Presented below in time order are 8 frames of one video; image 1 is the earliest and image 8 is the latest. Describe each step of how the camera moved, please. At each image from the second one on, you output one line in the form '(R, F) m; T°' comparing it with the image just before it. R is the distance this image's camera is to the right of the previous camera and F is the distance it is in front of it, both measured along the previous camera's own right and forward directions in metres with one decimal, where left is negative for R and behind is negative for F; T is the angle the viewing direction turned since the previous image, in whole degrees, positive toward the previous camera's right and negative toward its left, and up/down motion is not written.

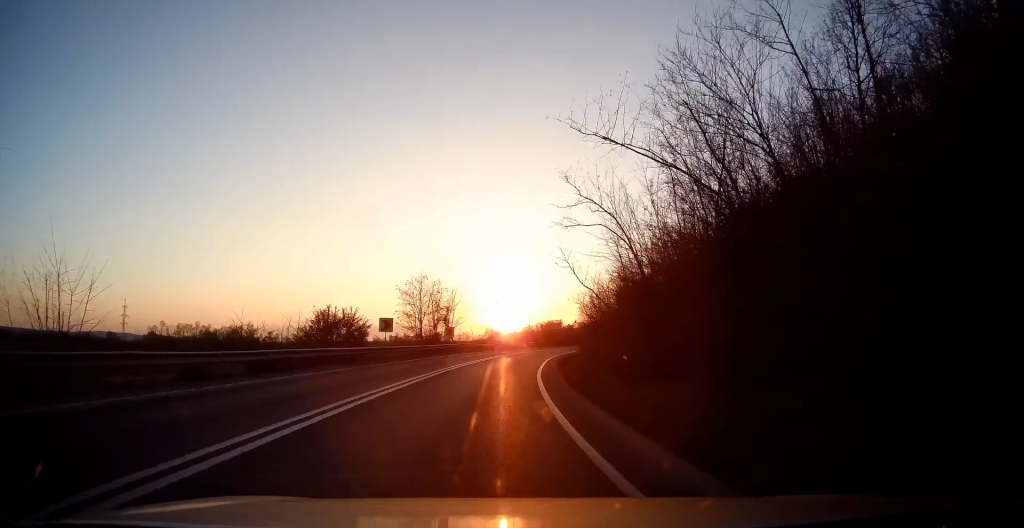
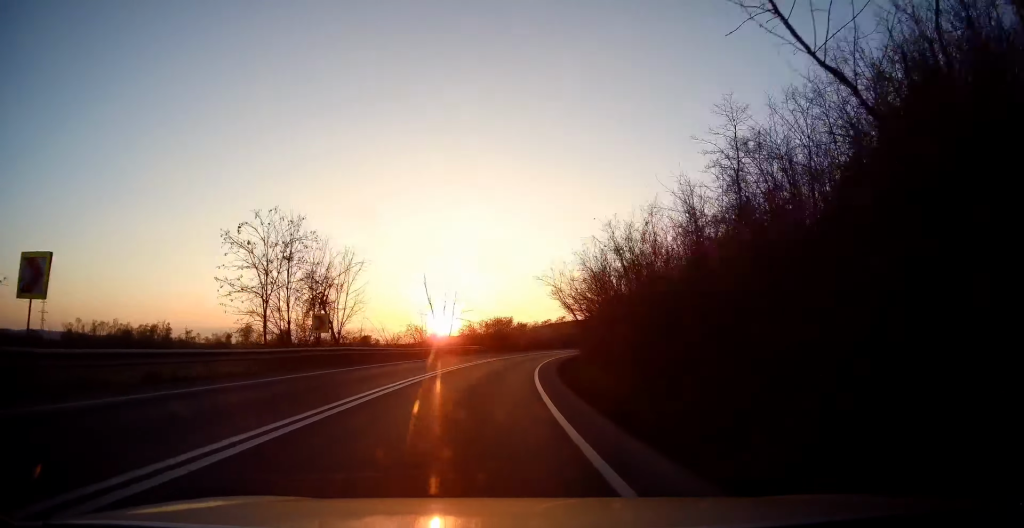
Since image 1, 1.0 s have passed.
(+1.5, +23.8) m; +7°
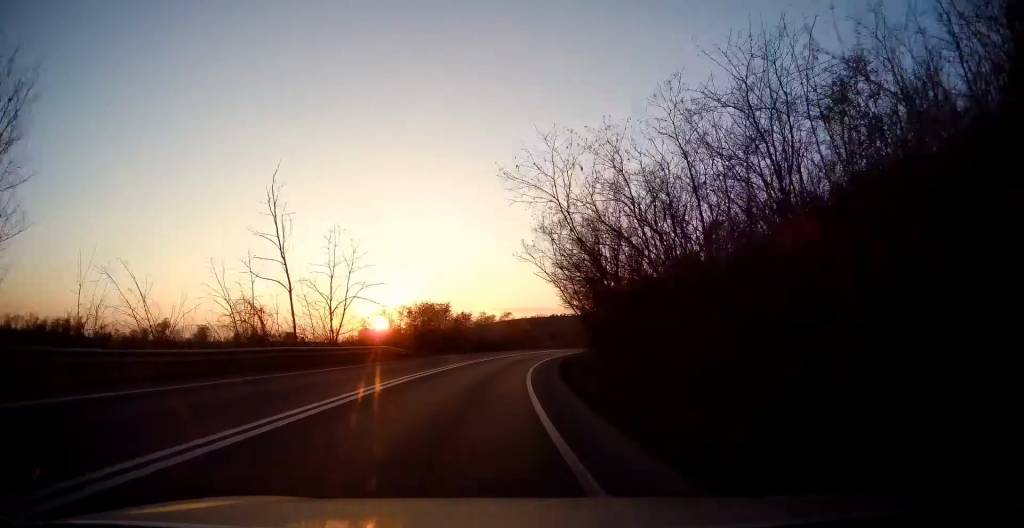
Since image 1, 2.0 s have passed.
(+1.4, +24.5) m; +6°
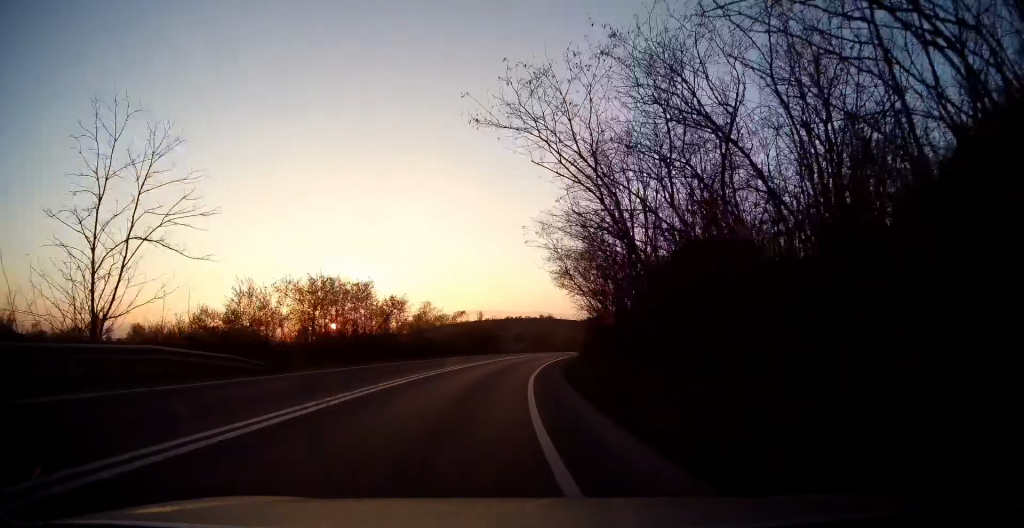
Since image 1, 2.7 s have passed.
(+0.7, +18.8) m; +4°
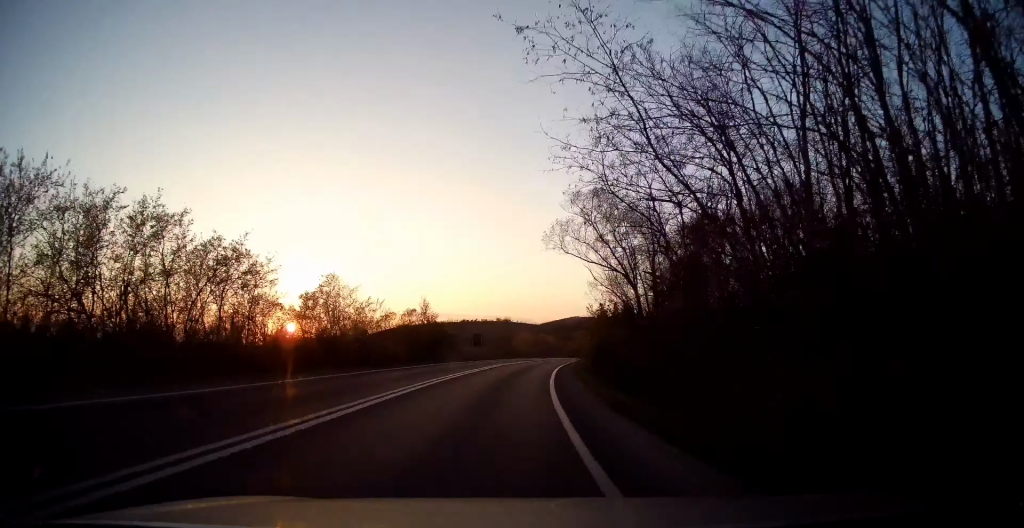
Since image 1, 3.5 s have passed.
(+0.6, +18.8) m; +5°
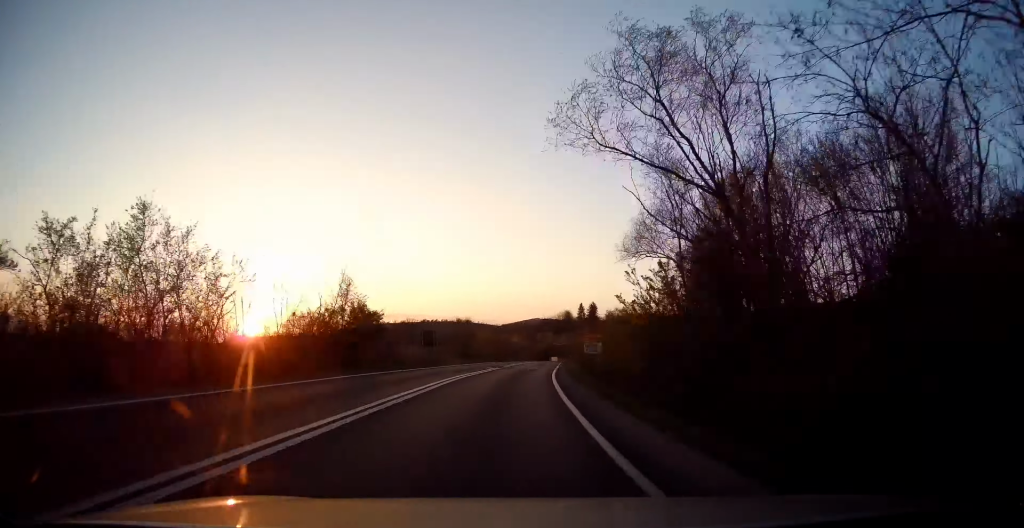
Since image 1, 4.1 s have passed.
(+0.6, +13.9) m; +4°
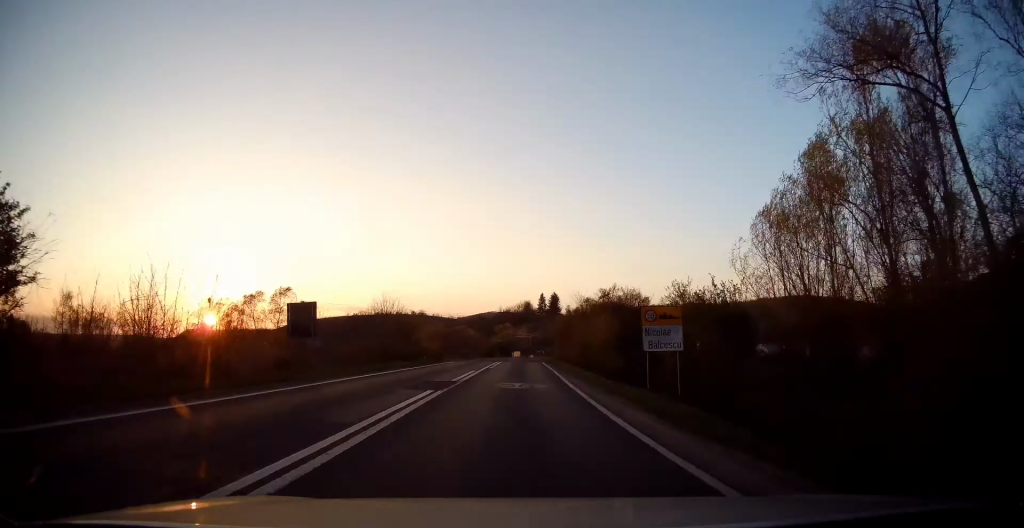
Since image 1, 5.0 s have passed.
(+1.2, +22.1) m; +5°
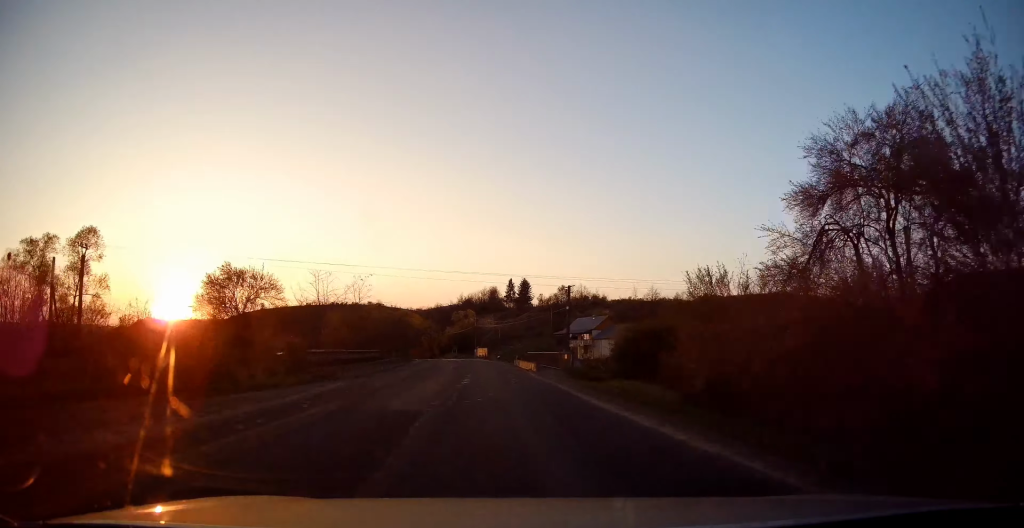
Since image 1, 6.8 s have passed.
(+3.5, +45.4) m; +7°
